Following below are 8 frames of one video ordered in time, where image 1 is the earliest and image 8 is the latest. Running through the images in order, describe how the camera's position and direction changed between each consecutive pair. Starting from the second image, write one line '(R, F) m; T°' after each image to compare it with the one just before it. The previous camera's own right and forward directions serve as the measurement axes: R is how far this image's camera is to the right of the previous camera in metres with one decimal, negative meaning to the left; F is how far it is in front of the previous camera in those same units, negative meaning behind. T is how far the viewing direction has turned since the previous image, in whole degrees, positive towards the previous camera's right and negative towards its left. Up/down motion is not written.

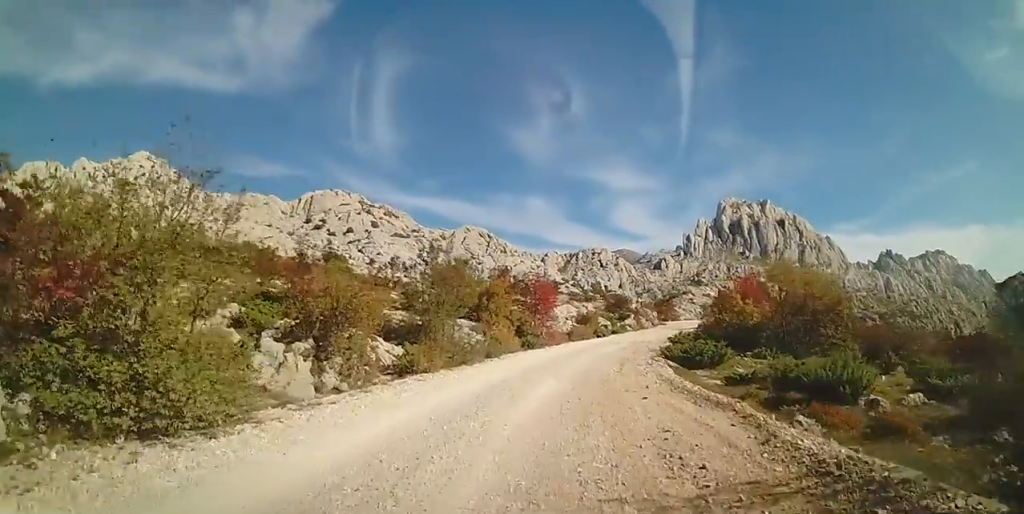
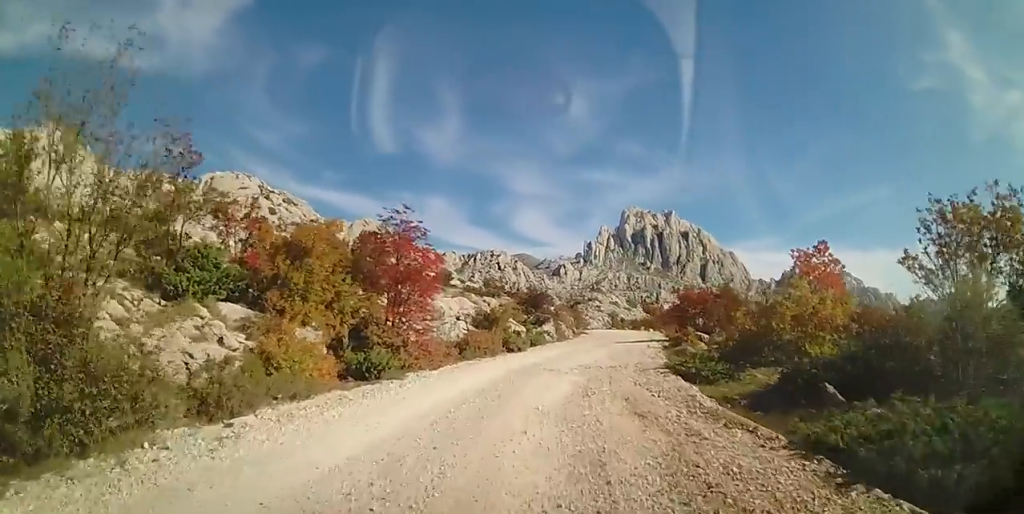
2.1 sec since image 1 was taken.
(+1.1, +14.7) m; +11°
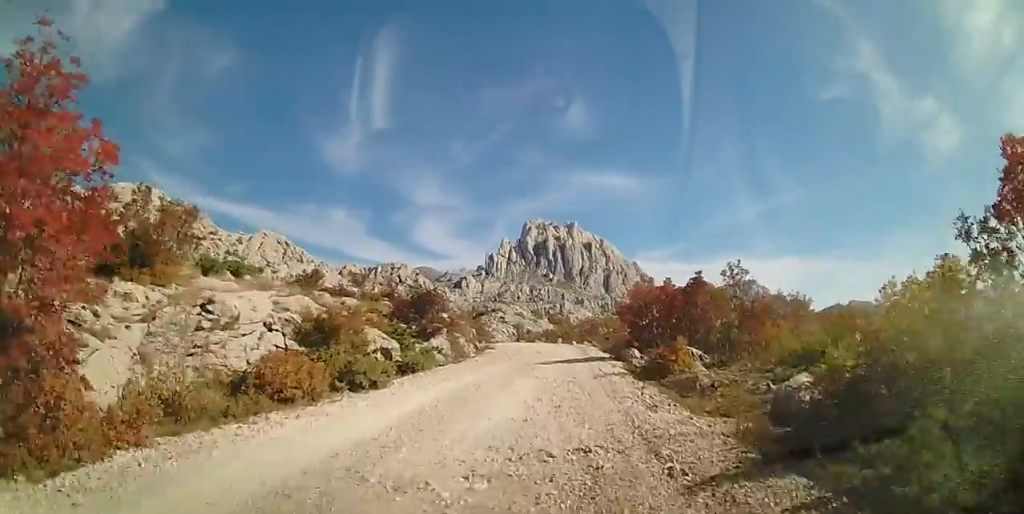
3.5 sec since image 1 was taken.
(+0.9, +10.2) m; +8°
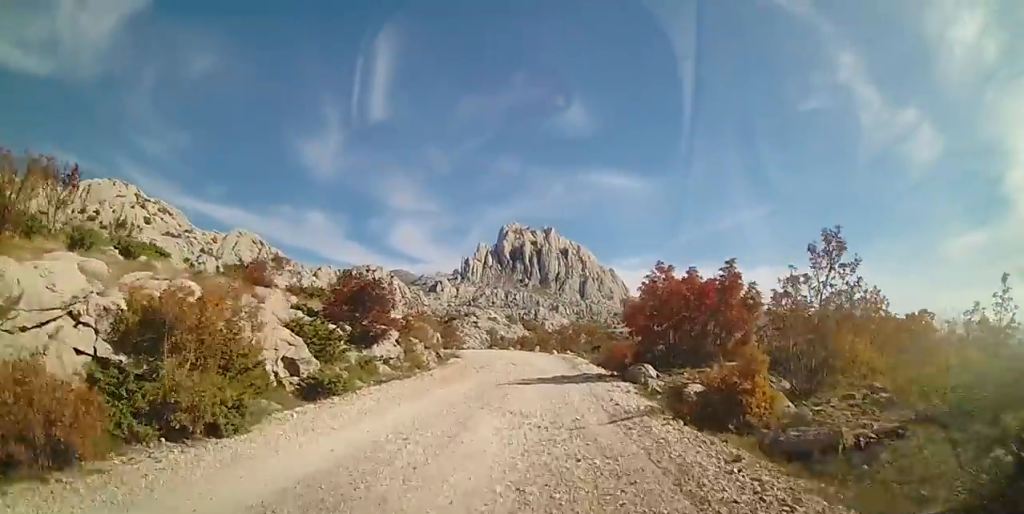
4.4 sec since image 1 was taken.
(+0.3, +5.6) m; 0°
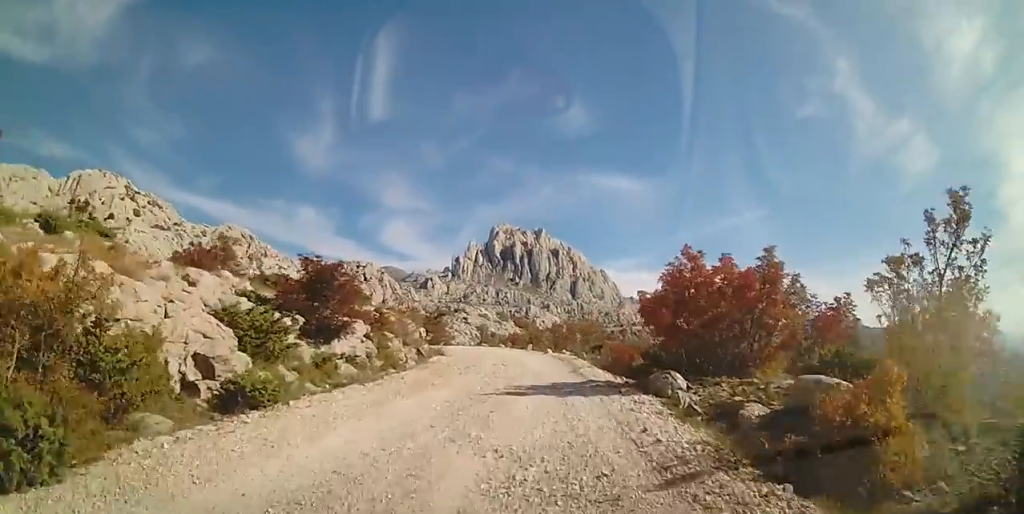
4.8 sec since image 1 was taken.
(-0.1, +3.3) m; +1°
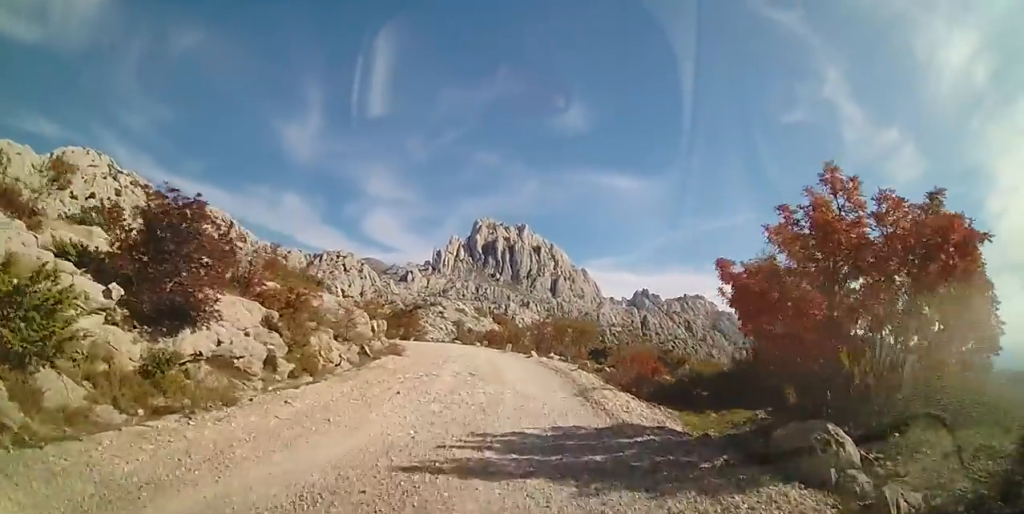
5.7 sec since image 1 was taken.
(+0.1, +6.4) m; +3°
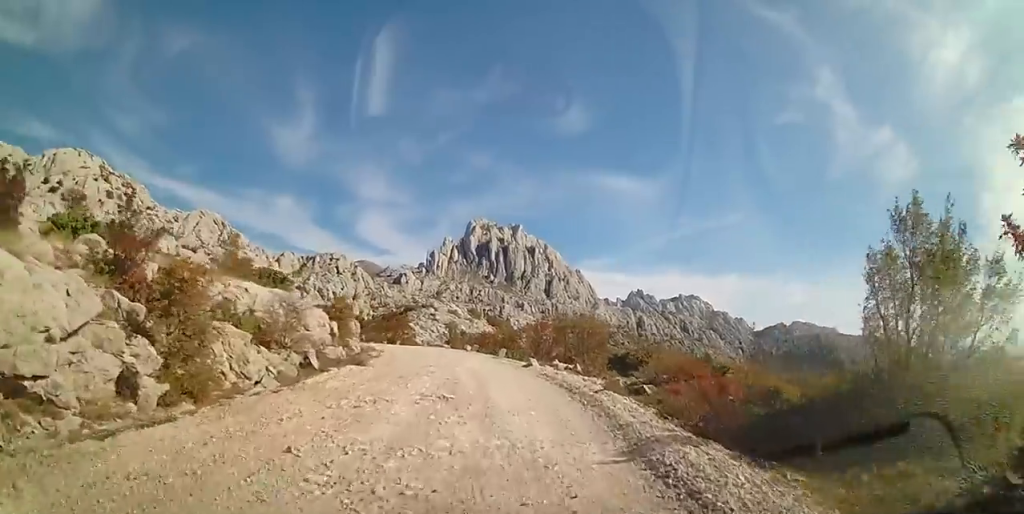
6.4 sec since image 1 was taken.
(+0.3, +5.1) m; +2°
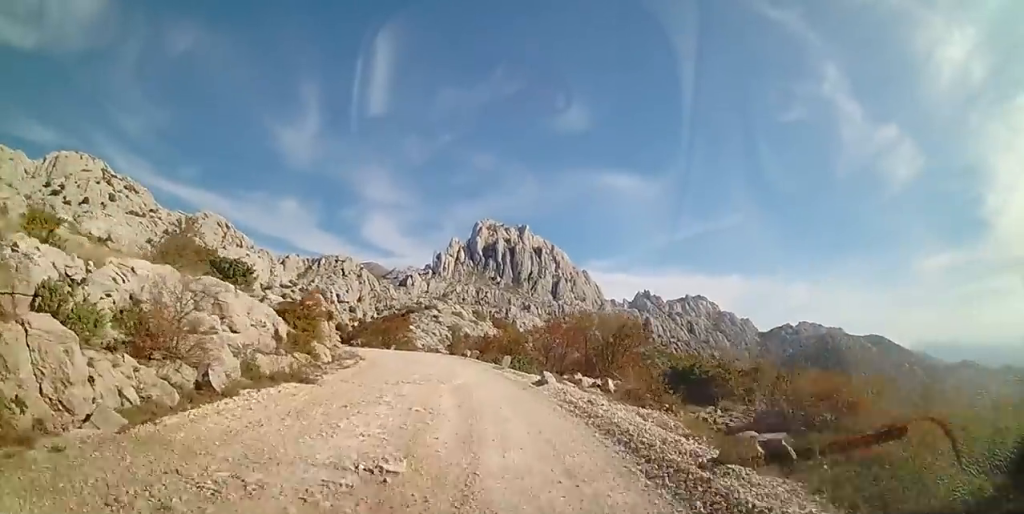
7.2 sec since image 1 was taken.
(-0.1, +5.4) m; -3°
